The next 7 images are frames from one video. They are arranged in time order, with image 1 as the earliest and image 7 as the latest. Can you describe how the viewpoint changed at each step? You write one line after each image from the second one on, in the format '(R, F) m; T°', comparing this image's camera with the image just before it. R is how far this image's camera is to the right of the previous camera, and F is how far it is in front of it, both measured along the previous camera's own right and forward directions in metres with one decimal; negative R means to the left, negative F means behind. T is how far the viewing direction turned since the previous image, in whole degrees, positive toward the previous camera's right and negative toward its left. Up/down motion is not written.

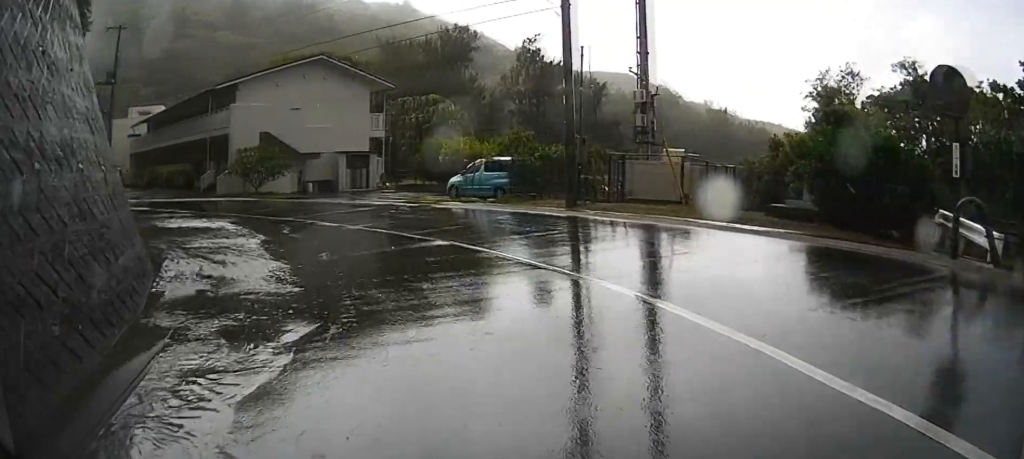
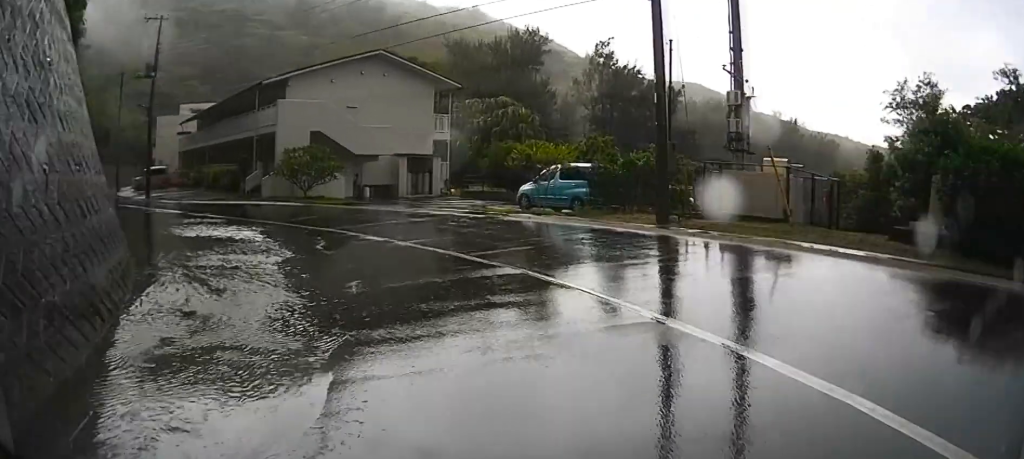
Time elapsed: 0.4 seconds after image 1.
(-0.2, +2.6) m; -3°
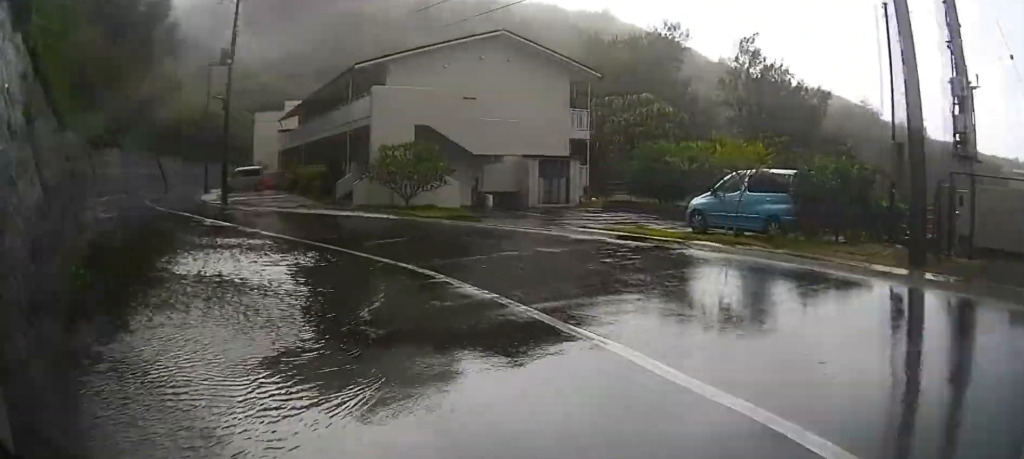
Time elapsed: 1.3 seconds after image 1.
(-0.2, +4.7) m; -4°
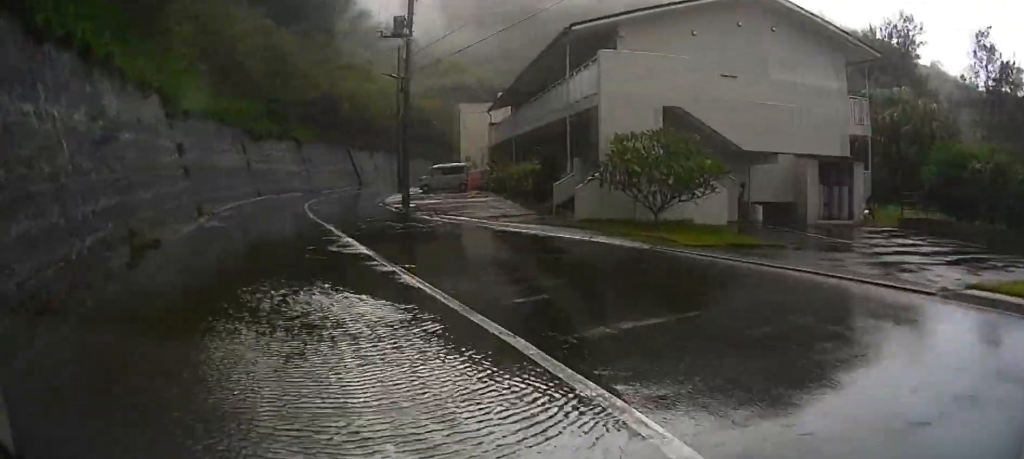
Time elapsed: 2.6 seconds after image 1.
(-0.2, +5.1) m; -19°
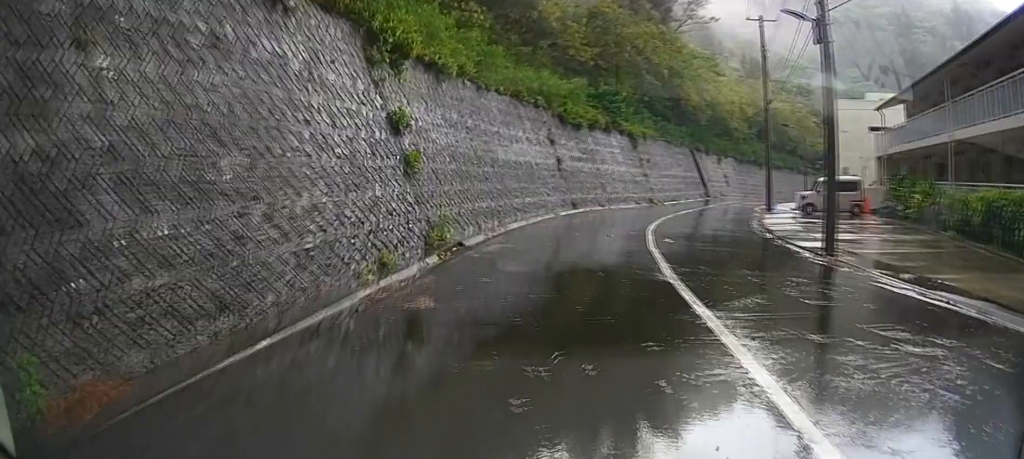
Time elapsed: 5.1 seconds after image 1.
(-4.0, +8.5) m; -31°
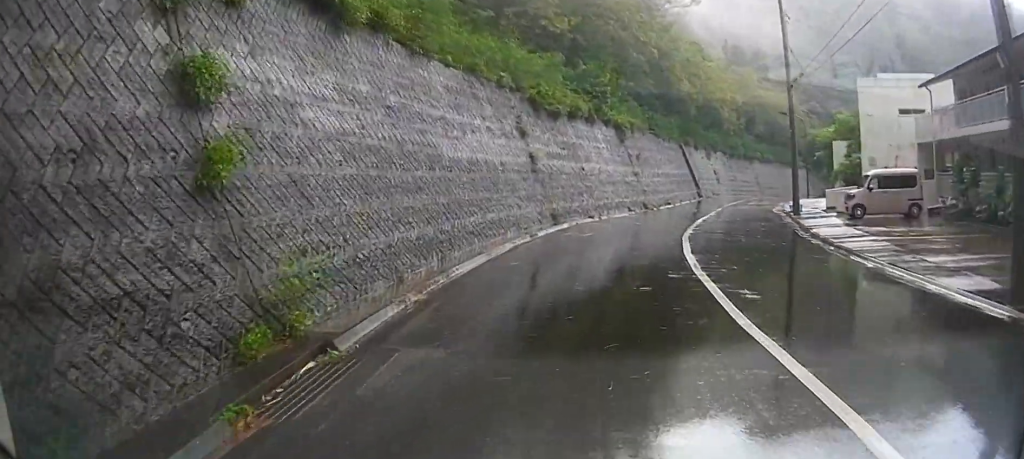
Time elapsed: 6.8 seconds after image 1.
(-0.1, +6.3) m; -1°
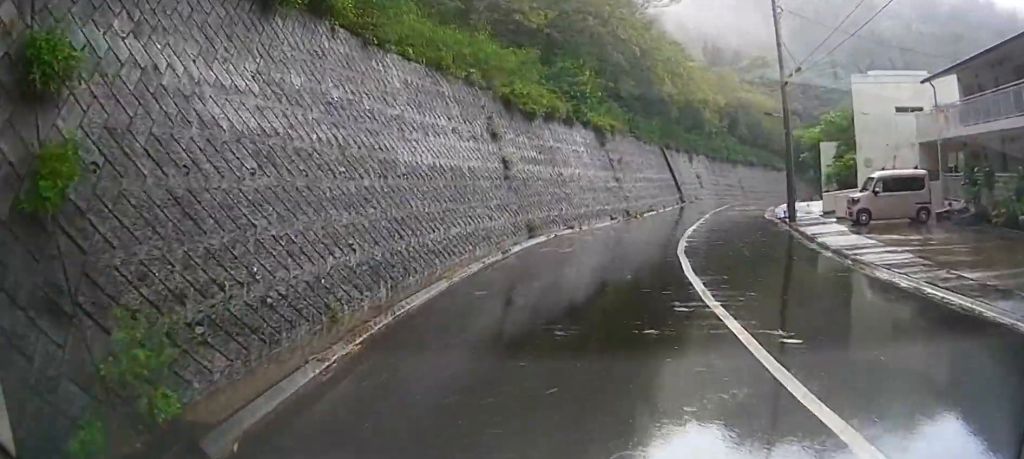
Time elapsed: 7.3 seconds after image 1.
(0.0, +1.8) m; +2°
